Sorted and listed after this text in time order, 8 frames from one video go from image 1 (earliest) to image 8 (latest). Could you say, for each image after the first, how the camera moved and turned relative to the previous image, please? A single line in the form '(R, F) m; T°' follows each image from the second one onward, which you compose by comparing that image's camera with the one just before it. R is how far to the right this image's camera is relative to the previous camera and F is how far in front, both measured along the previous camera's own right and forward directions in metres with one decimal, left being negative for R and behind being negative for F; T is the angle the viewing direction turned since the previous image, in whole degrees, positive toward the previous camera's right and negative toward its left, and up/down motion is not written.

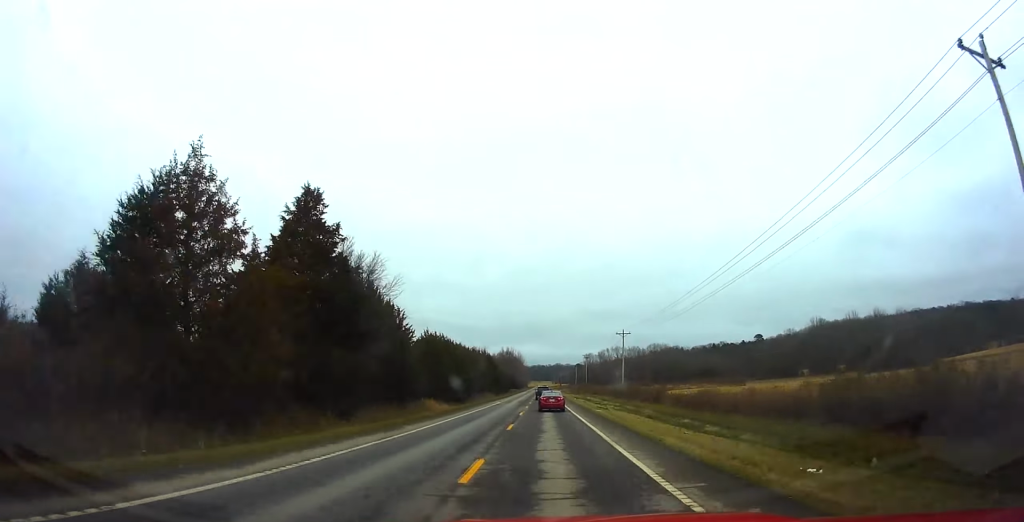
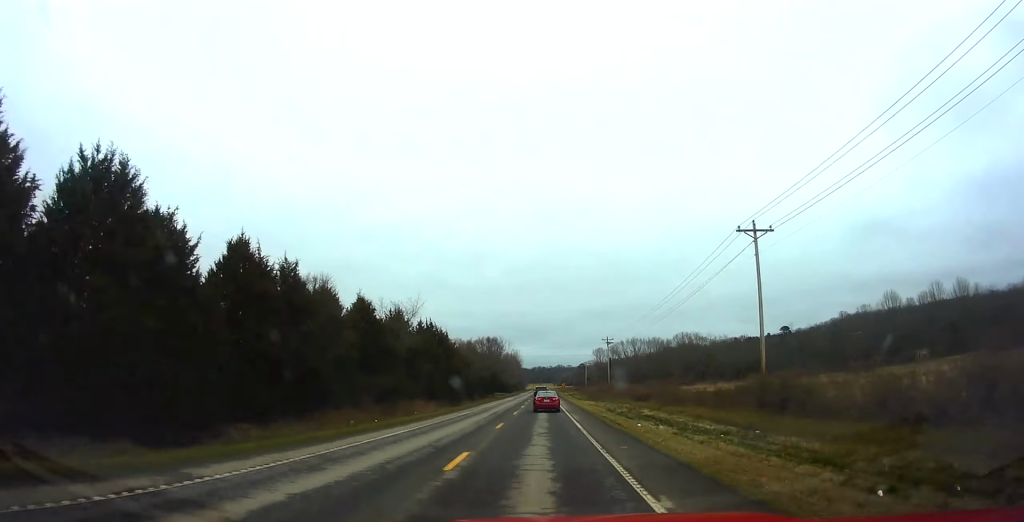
(+0.5, +61.4) m; 0°
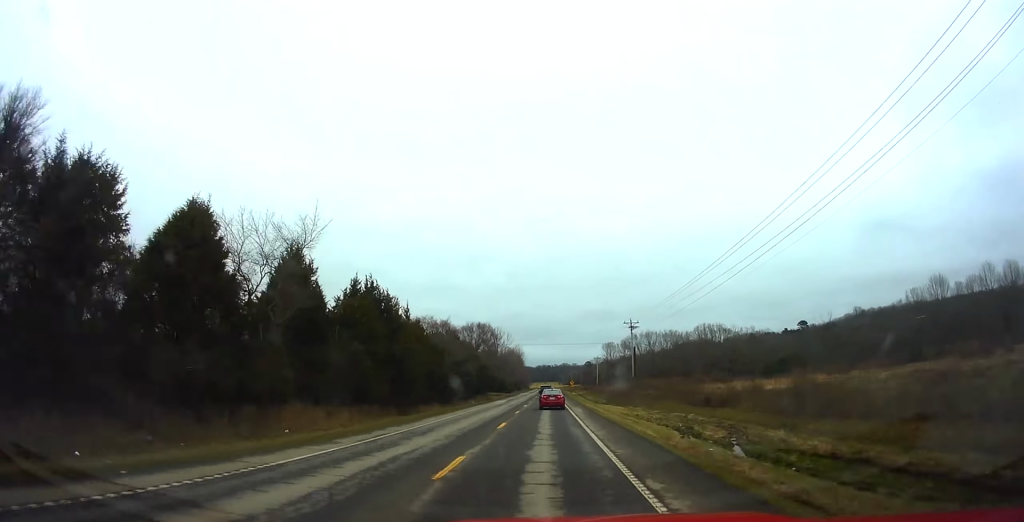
(0.0, +27.0) m; 0°
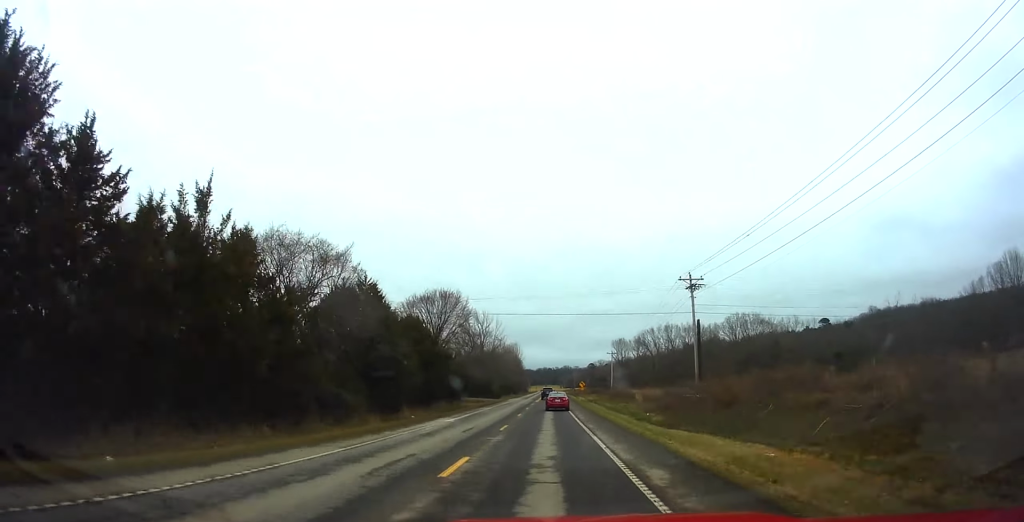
(-0.2, +38.0) m; -1°
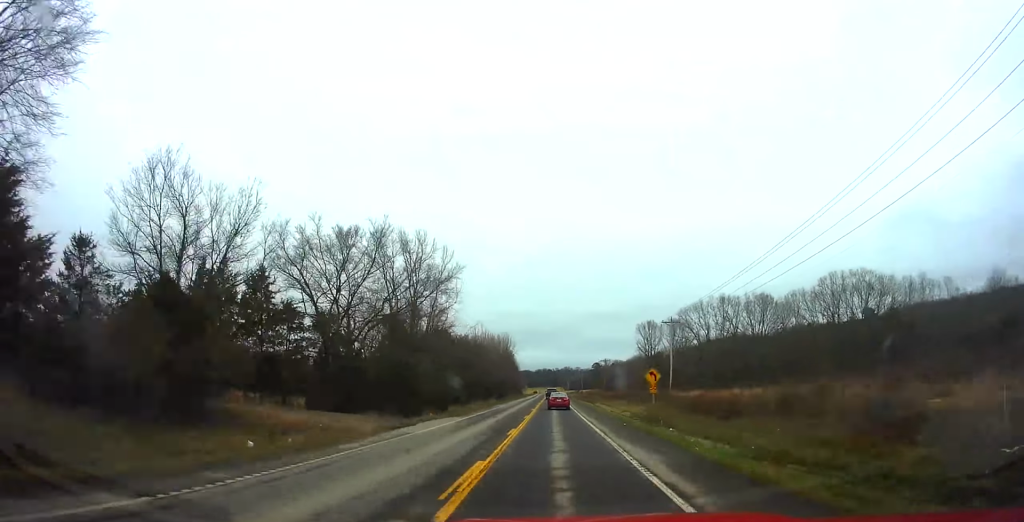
(-0.7, +65.4) m; 0°
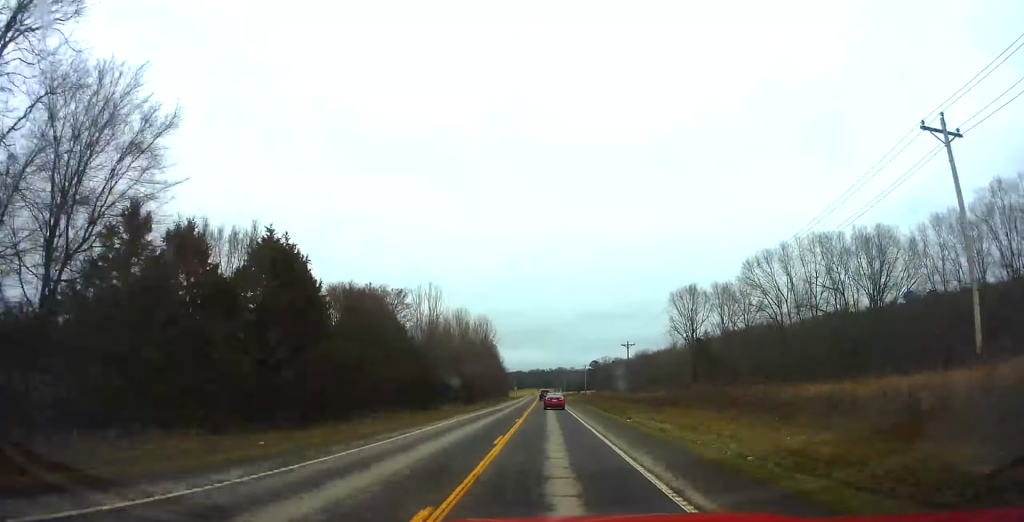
(+0.4, +52.9) m; +1°
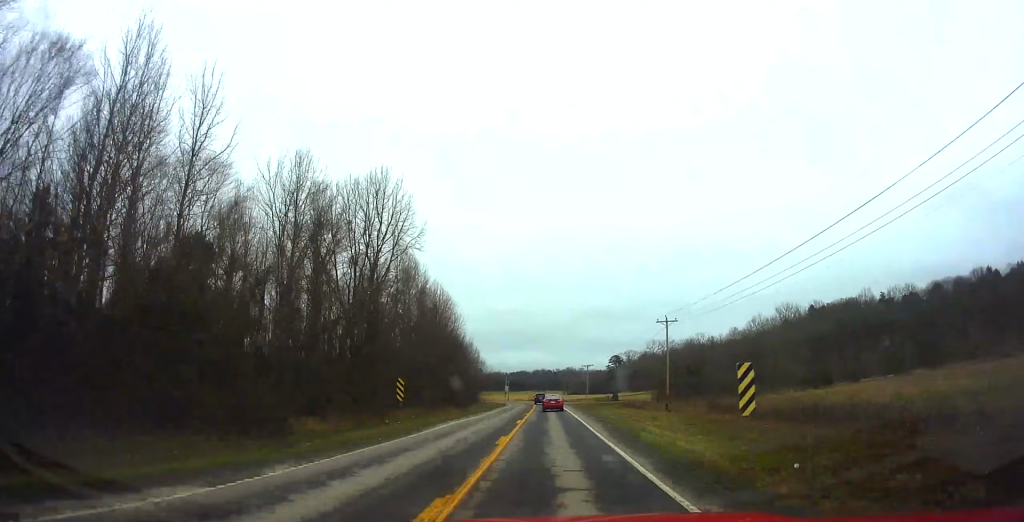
(+0.7, +107.0) m; 0°
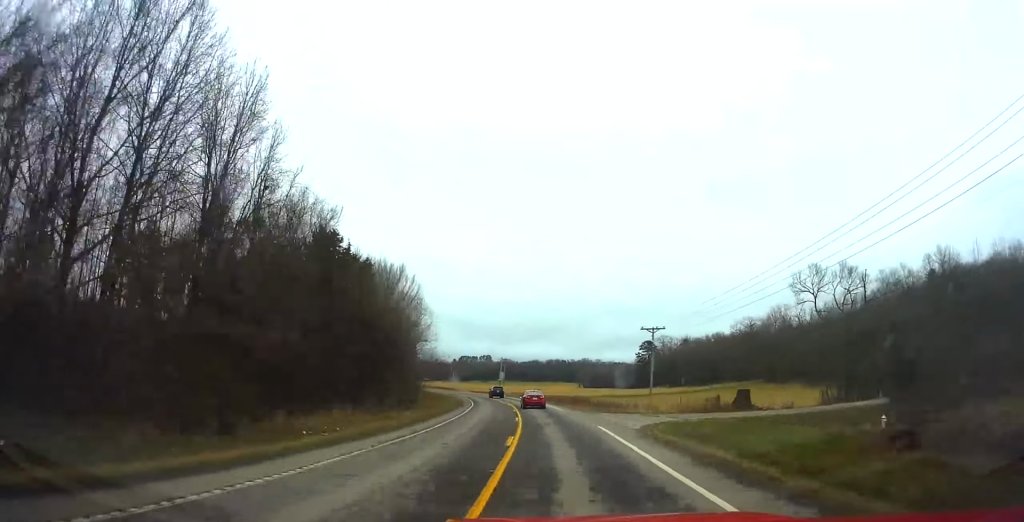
(-1.0, +73.4) m; -3°
